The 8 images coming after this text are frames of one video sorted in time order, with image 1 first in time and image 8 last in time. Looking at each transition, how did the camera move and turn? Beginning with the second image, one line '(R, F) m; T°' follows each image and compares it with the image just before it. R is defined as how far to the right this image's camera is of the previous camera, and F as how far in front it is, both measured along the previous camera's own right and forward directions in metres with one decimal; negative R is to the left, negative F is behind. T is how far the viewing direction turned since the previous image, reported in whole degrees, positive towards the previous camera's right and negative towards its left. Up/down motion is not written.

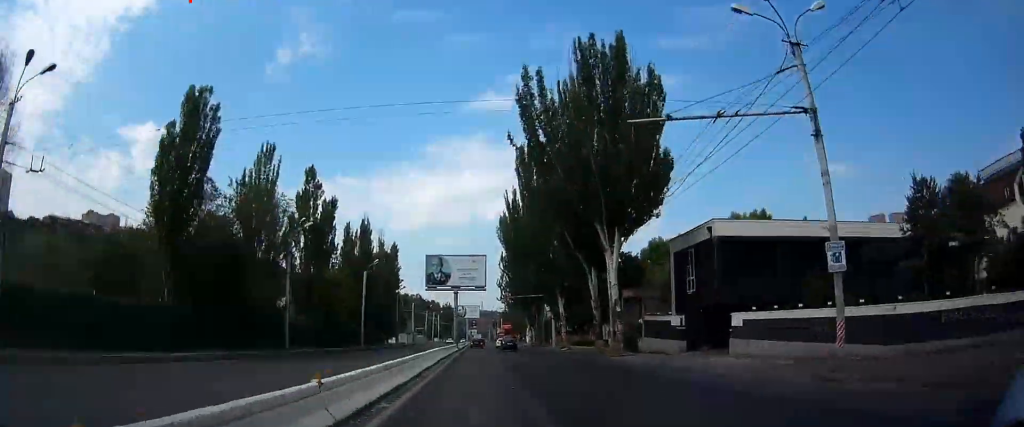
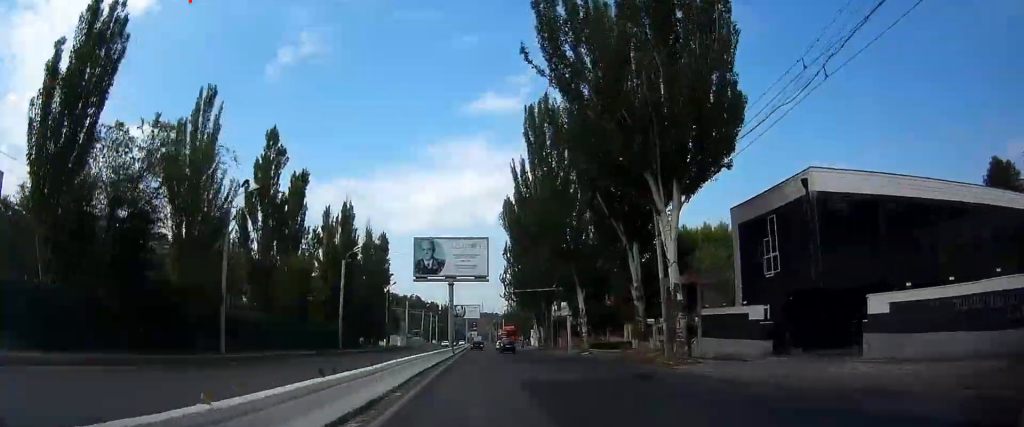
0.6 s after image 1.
(-0.1, +11.9) m; 0°
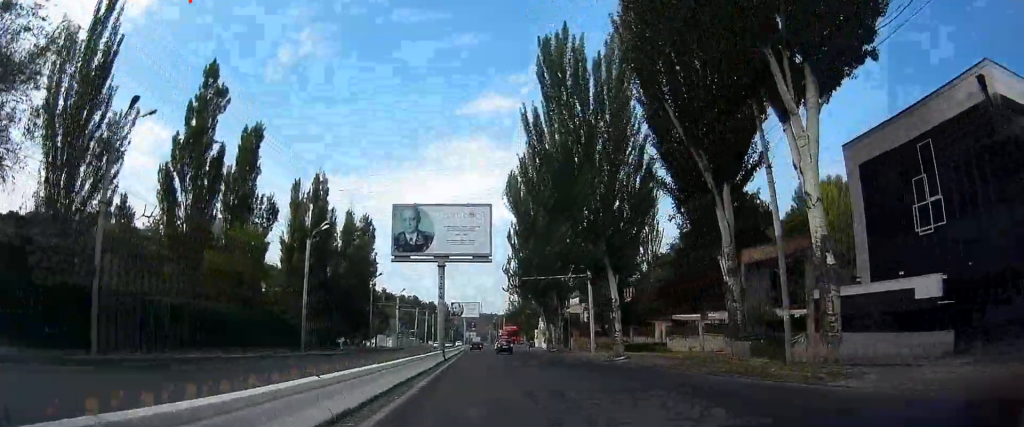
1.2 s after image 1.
(0.0, +12.6) m; 0°
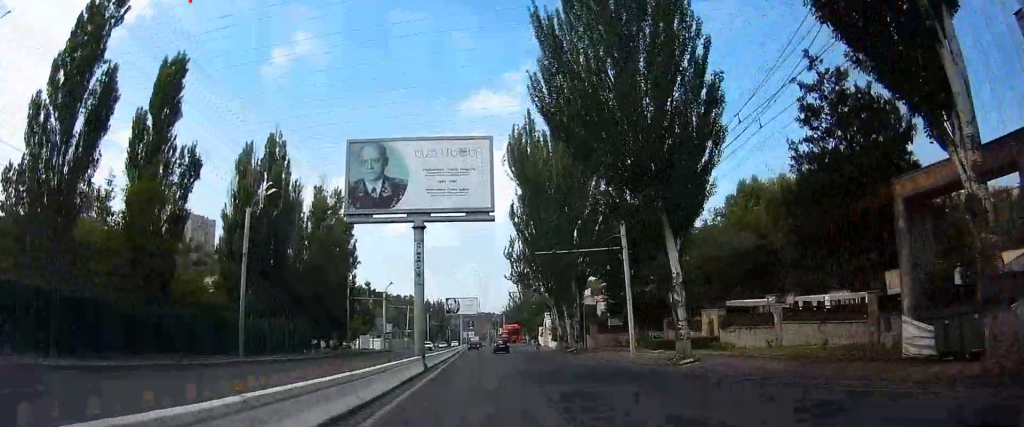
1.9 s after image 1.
(-0.1, +12.6) m; +1°
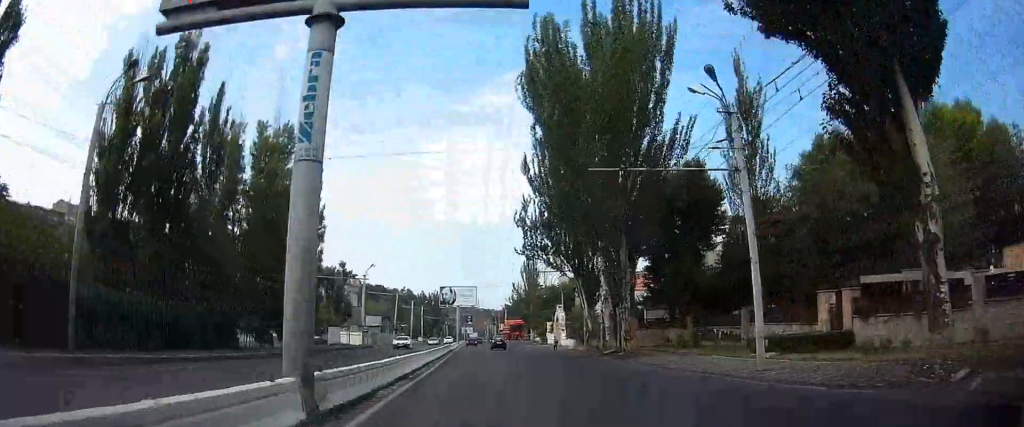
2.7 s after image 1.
(+0.4, +16.6) m; 0°
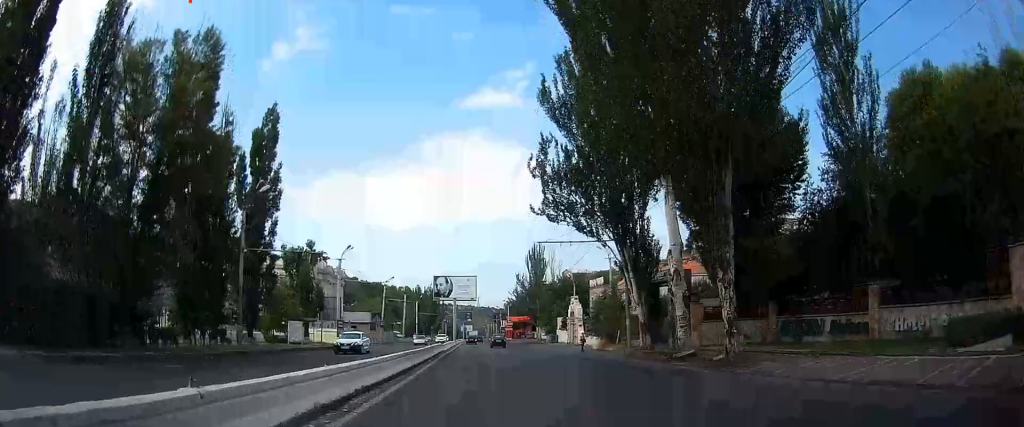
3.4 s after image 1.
(-0.2, +13.9) m; -1°
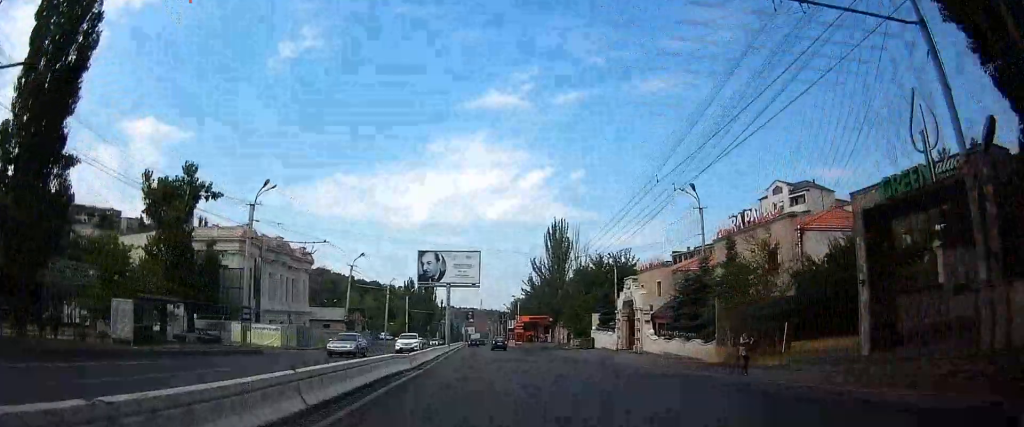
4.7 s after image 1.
(-0.1, +26.5) m; 0°
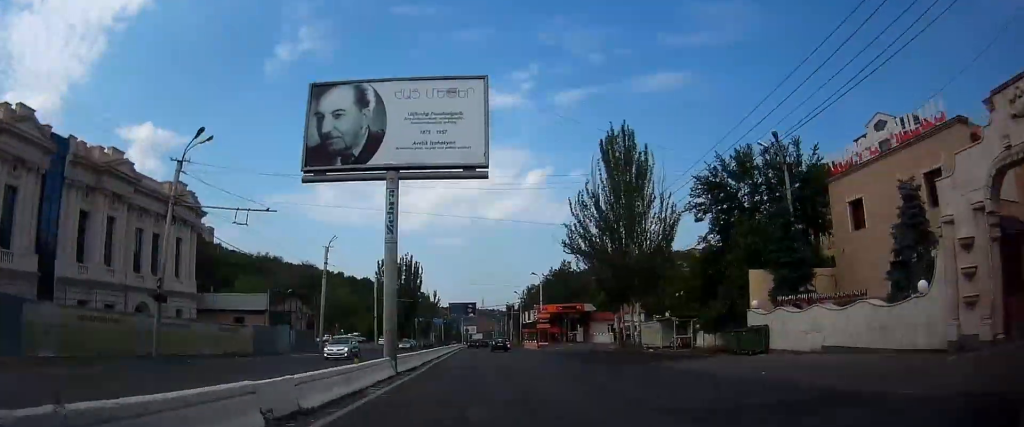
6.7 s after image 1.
(-0.4, +41.0) m; -2°
